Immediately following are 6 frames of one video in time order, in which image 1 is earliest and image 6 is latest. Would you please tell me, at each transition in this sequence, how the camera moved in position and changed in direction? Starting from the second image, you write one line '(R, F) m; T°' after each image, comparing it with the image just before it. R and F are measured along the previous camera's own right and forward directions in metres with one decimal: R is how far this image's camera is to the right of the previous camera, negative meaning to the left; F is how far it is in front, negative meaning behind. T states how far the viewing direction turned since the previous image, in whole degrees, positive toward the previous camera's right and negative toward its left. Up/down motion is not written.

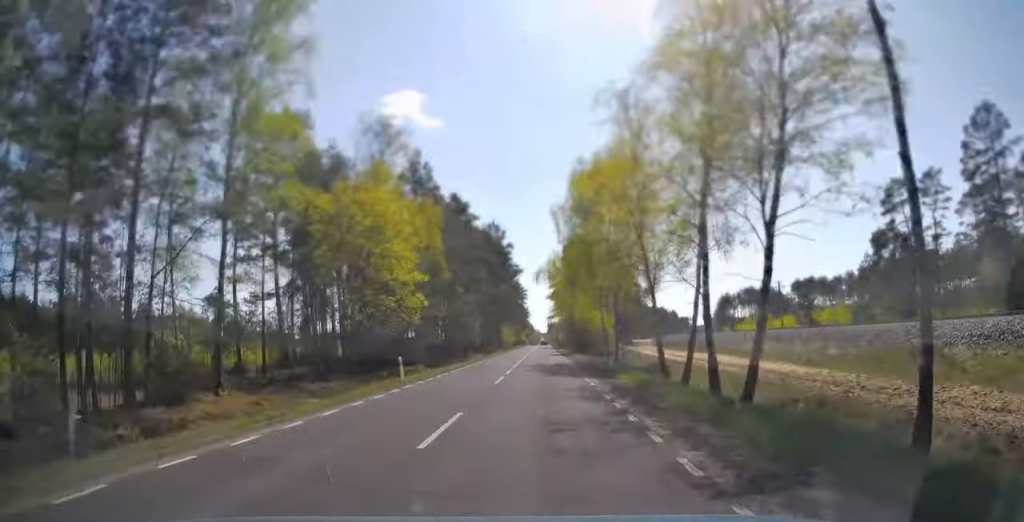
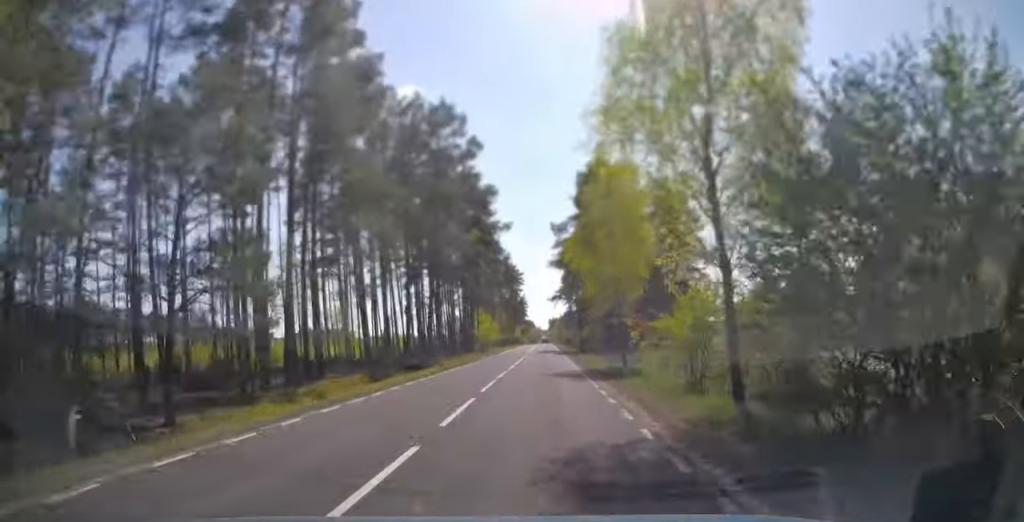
(-0.1, +50.8) m; 0°
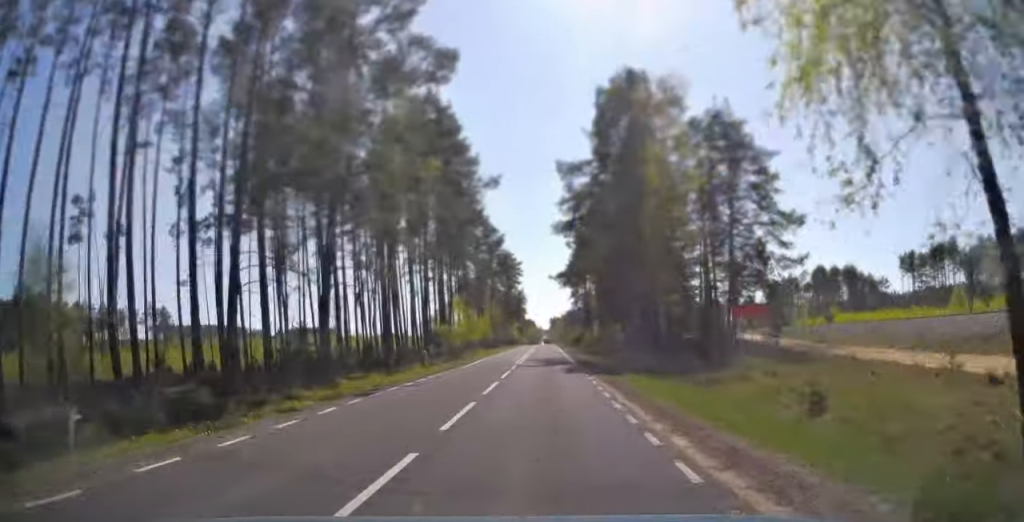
(0.0, +23.8) m; 0°
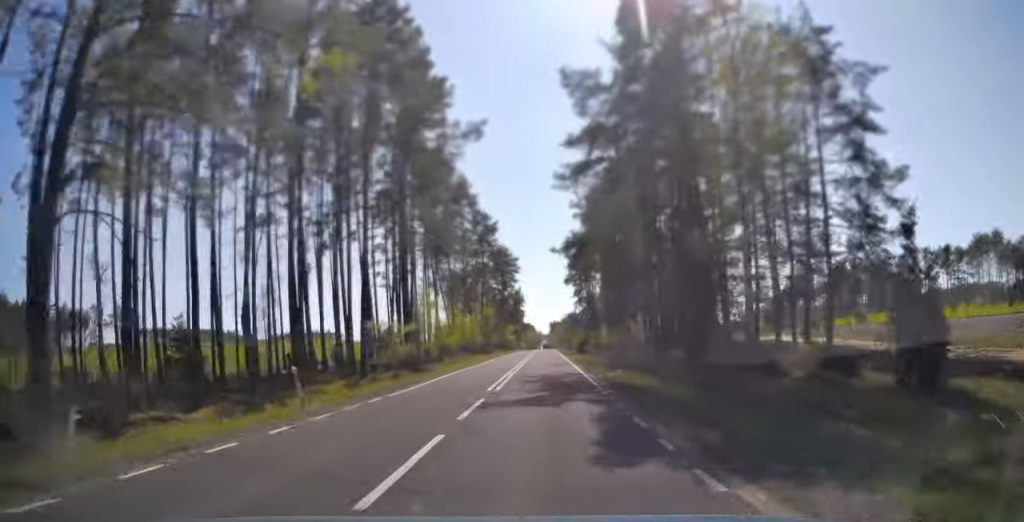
(0.0, +16.0) m; 0°
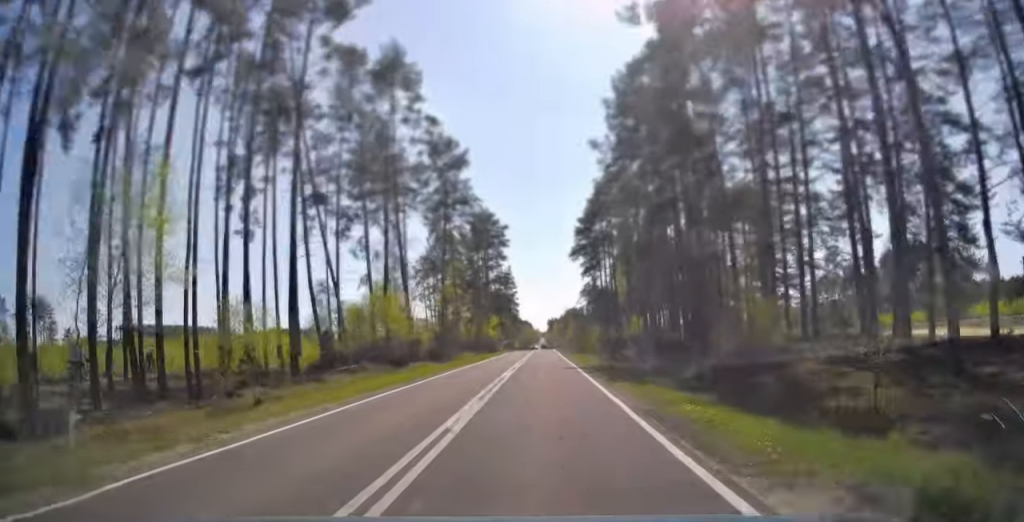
(0.0, +36.2) m; 0°
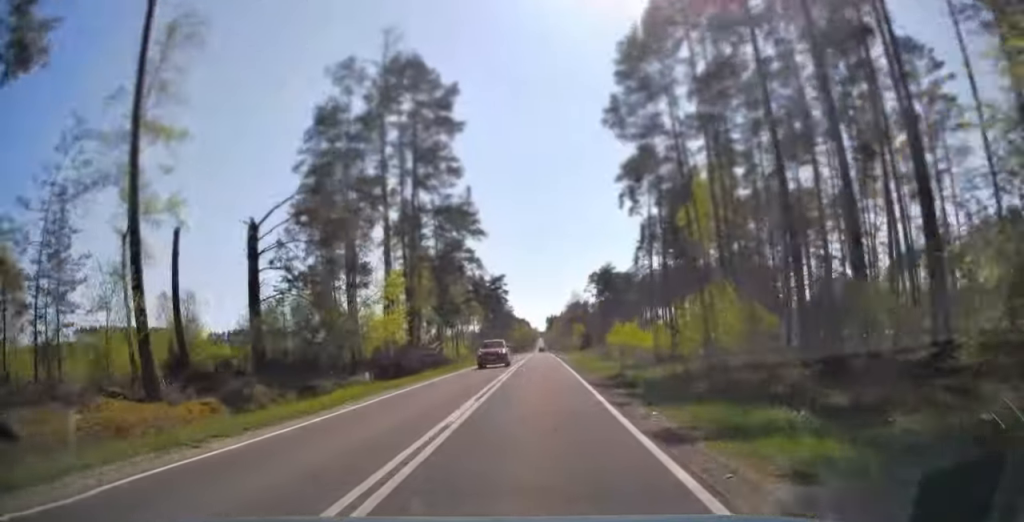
(-0.2, +57.2) m; 0°
